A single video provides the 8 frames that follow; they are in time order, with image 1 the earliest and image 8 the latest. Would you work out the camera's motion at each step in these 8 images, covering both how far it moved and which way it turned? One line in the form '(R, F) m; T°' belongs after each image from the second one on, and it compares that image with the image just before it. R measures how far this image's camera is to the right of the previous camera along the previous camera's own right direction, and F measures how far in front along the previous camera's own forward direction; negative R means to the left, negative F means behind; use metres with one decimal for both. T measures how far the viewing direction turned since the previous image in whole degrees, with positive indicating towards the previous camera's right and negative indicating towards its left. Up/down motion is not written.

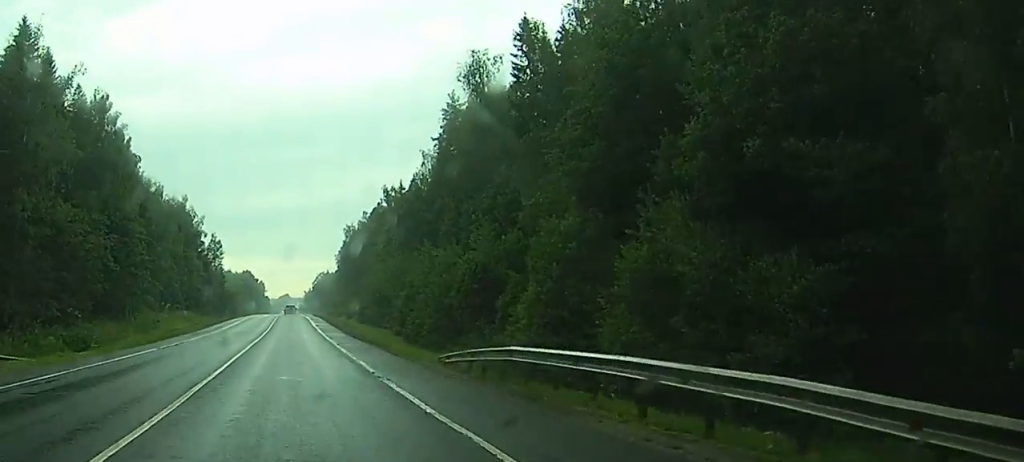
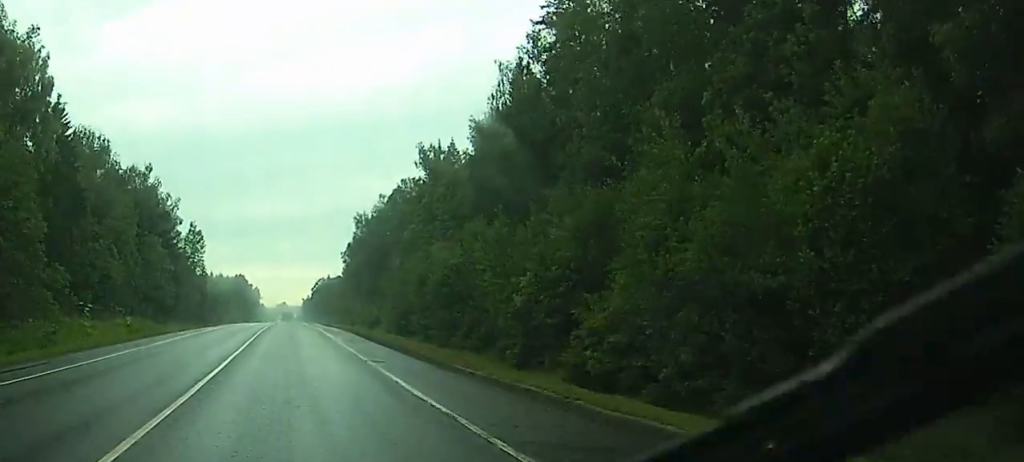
(-0.3, +47.6) m; 0°
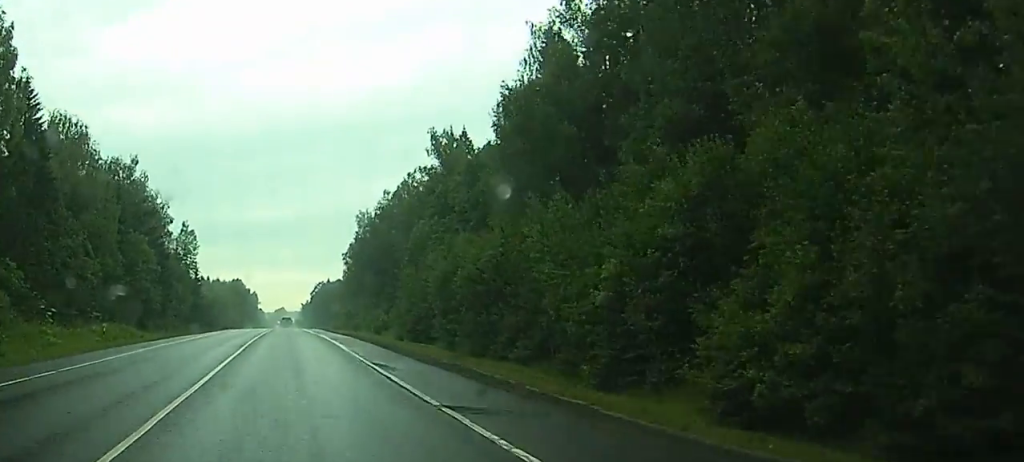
(0.0, +11.6) m; 0°
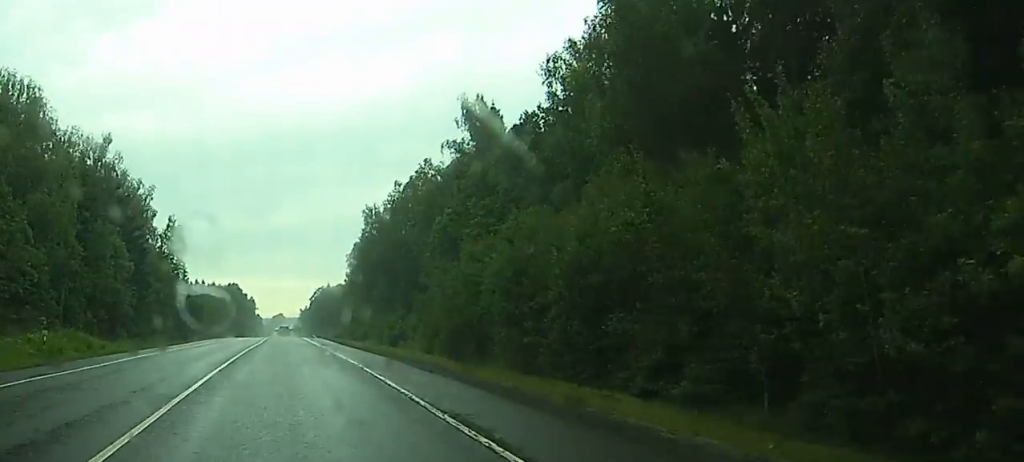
(+0.2, +19.7) m; +1°
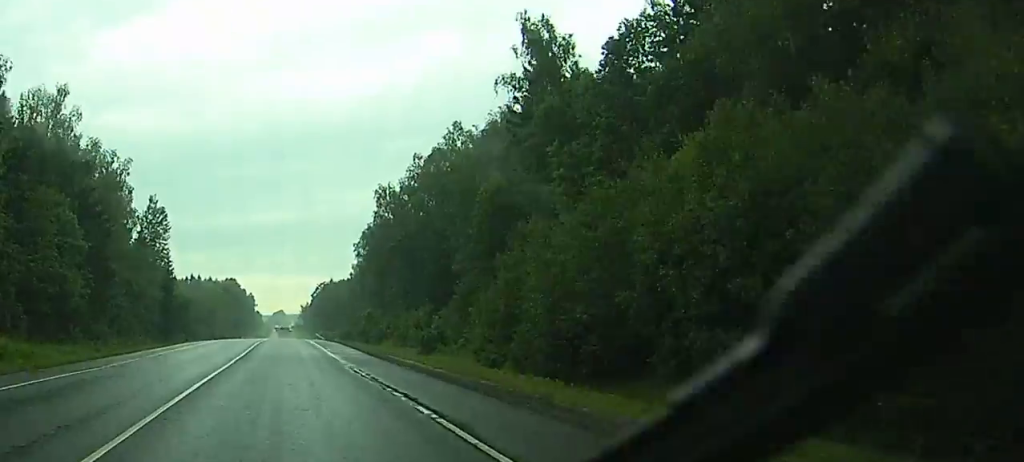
(+0.1, +23.3) m; 0°
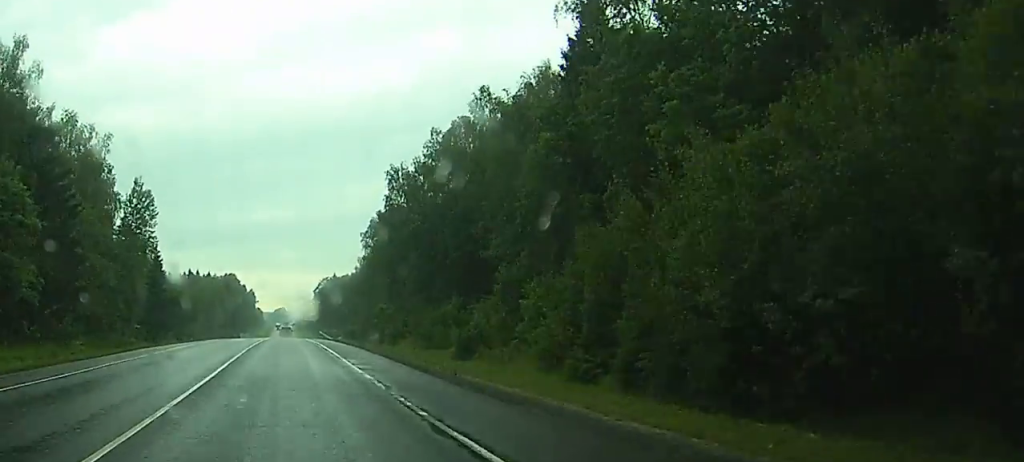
(0.0, +15.3) m; 0°
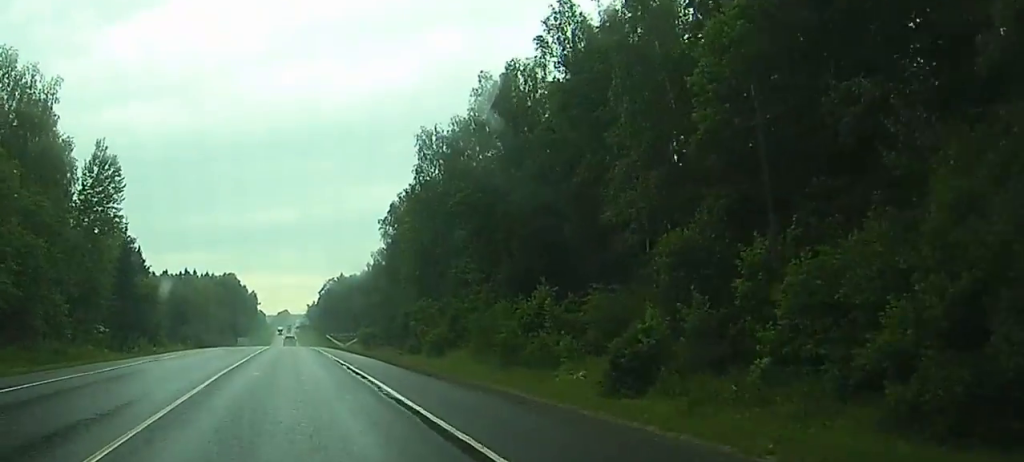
(0.0, +27.9) m; -1°
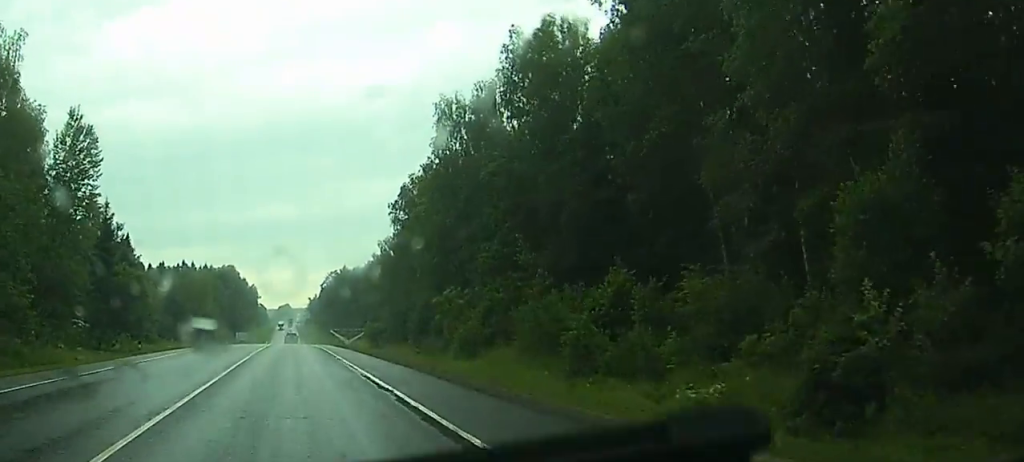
(-0.1, +12.6) m; -1°
